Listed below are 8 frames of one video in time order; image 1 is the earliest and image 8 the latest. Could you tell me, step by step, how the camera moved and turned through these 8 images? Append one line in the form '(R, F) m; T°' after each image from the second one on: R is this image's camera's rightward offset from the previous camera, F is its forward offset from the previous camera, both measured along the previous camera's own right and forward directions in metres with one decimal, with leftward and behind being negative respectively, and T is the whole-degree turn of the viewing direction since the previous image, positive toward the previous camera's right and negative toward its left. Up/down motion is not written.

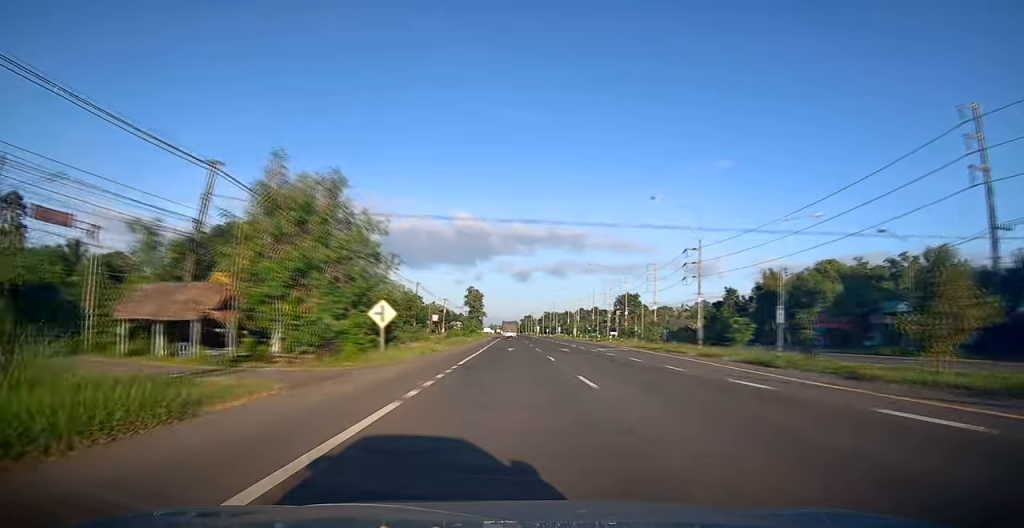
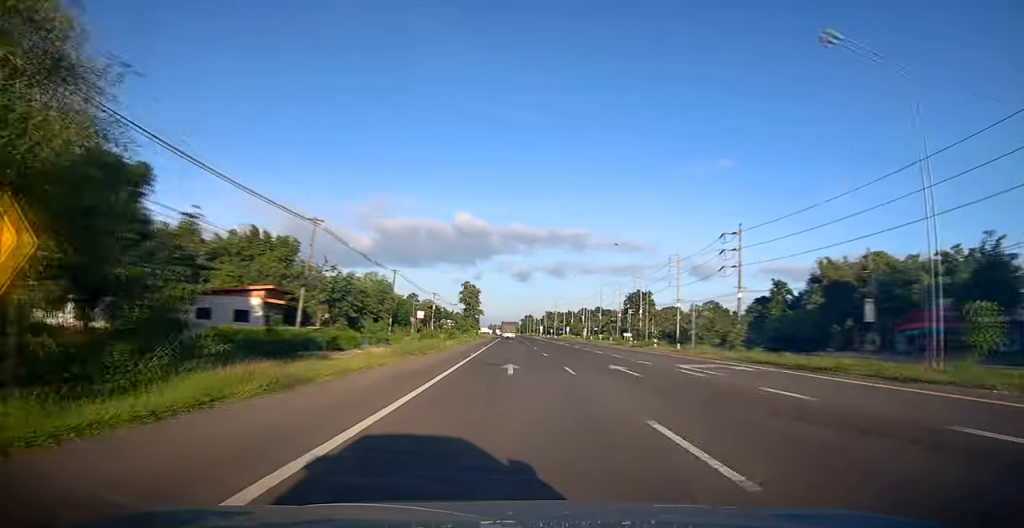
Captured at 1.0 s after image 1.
(+0.1, +19.6) m; +1°
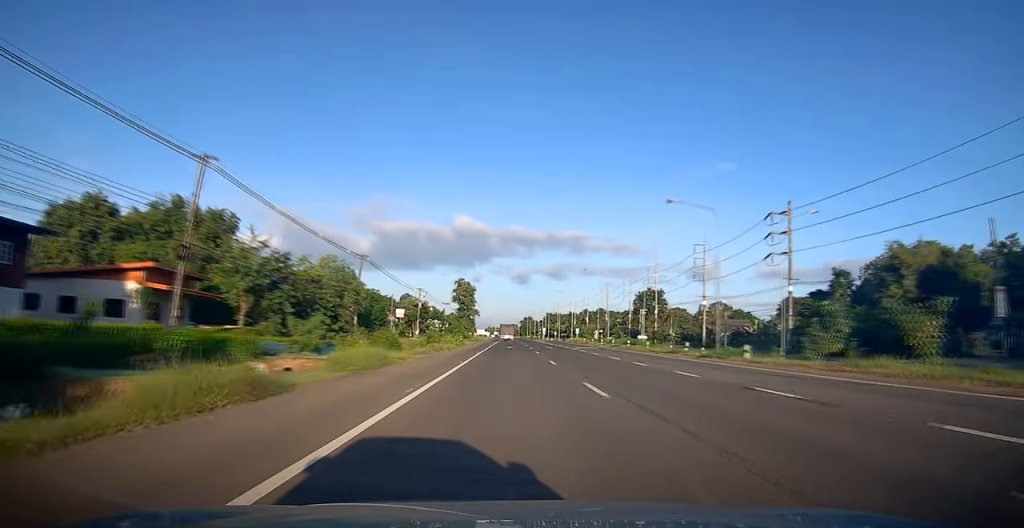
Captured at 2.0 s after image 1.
(+0.4, +17.4) m; 0°
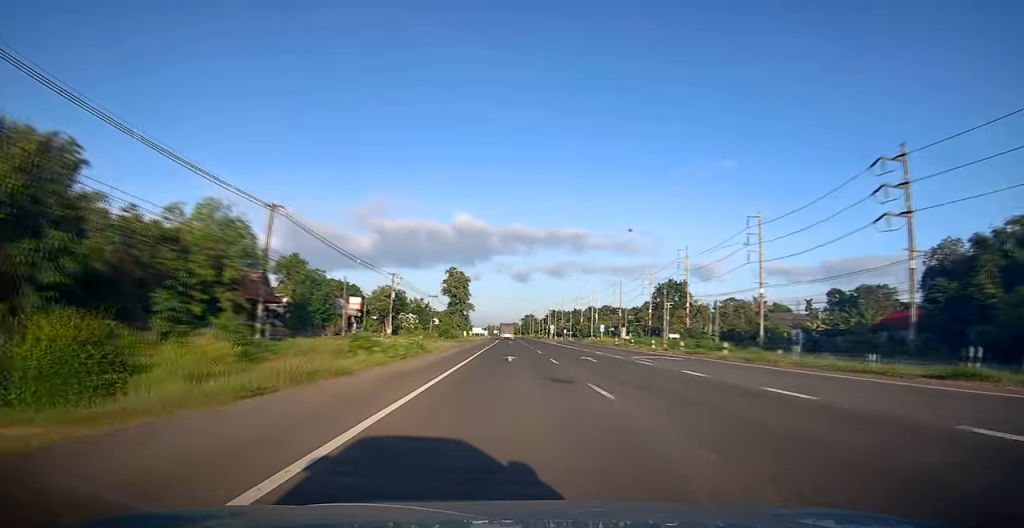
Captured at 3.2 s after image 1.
(-0.4, +24.5) m; -1°
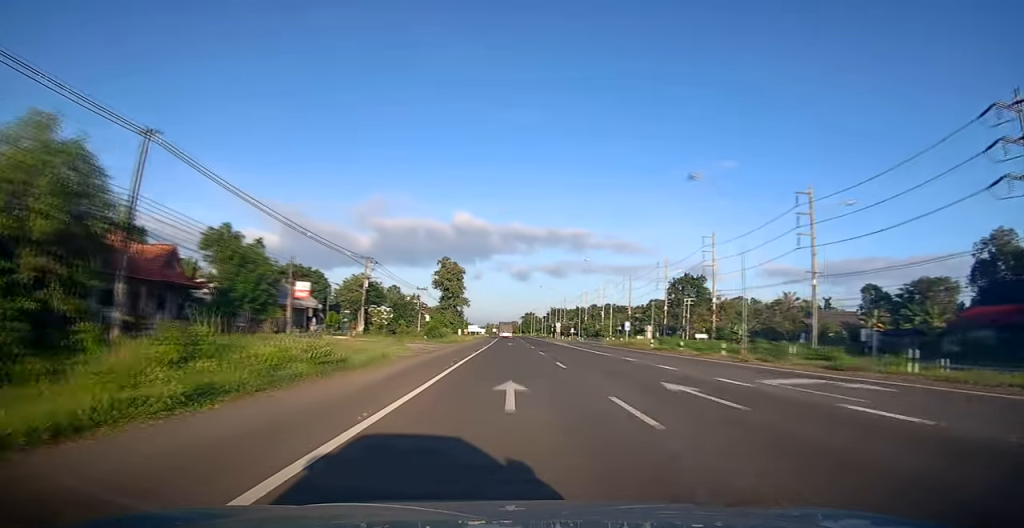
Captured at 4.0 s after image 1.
(0.0, +15.4) m; 0°
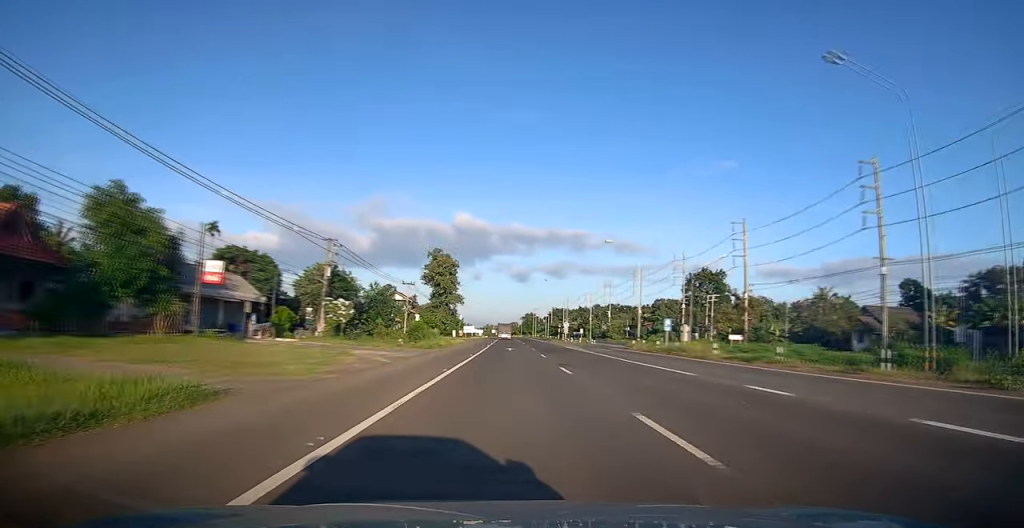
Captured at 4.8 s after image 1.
(-0.2, +13.9) m; +1°
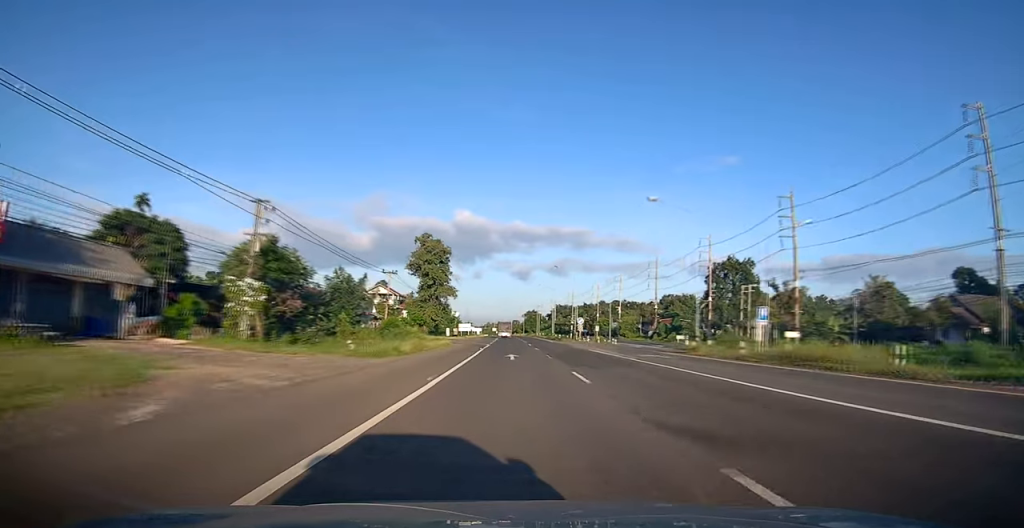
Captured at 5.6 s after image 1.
(+0.4, +15.3) m; 0°
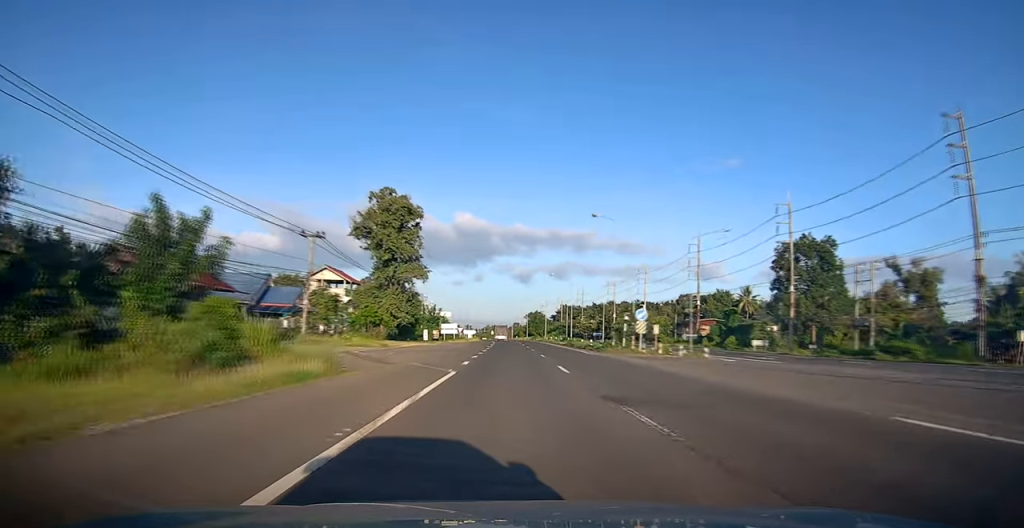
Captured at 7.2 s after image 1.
(-0.4, +31.0) m; -1°
